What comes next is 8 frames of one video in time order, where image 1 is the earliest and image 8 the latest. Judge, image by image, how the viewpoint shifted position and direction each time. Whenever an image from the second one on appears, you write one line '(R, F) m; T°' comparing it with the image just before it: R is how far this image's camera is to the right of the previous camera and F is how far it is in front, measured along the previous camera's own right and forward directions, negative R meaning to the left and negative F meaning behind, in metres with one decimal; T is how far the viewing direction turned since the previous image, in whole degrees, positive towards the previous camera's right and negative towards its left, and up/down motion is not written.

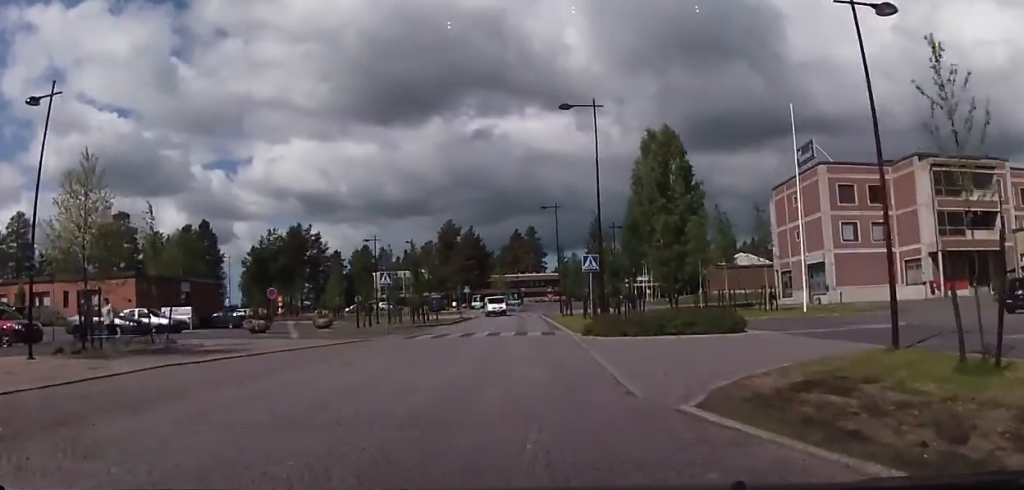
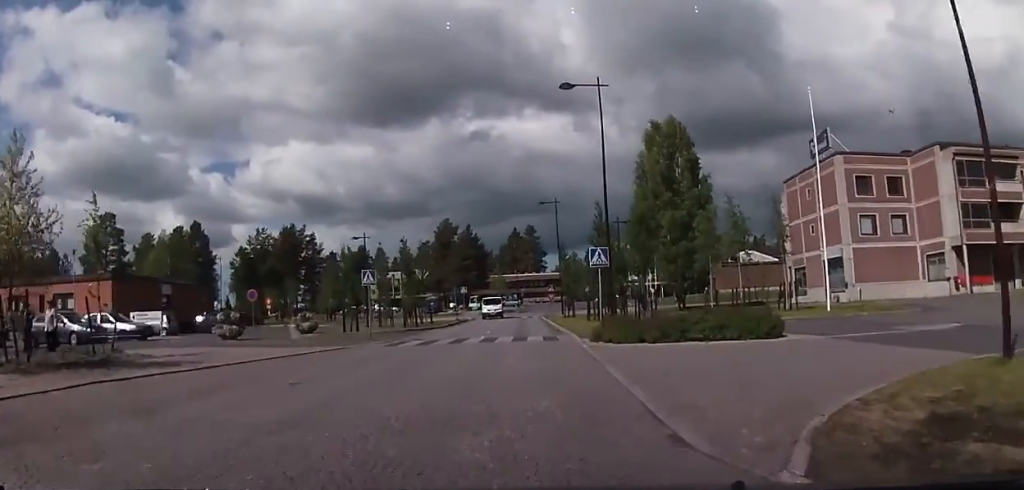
(-0.3, +3.3) m; -3°
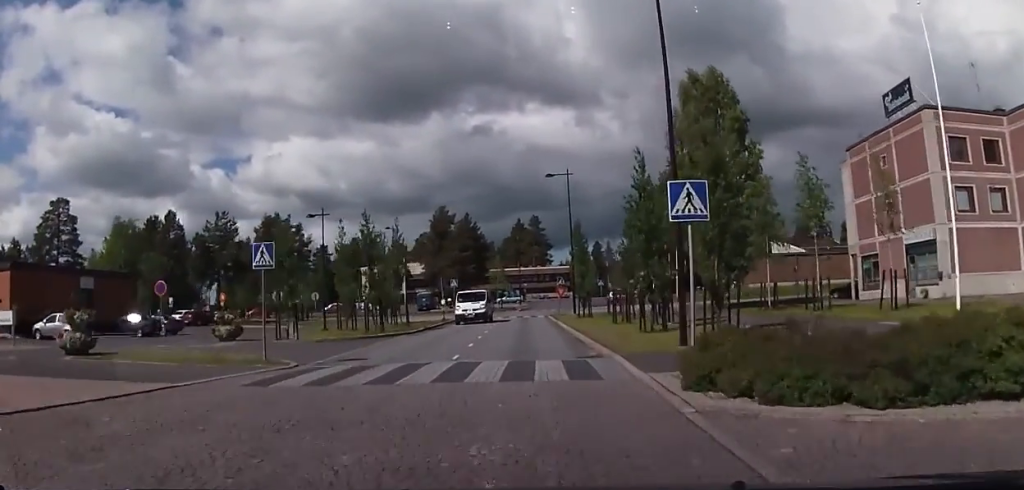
(-0.4, +11.5) m; -2°
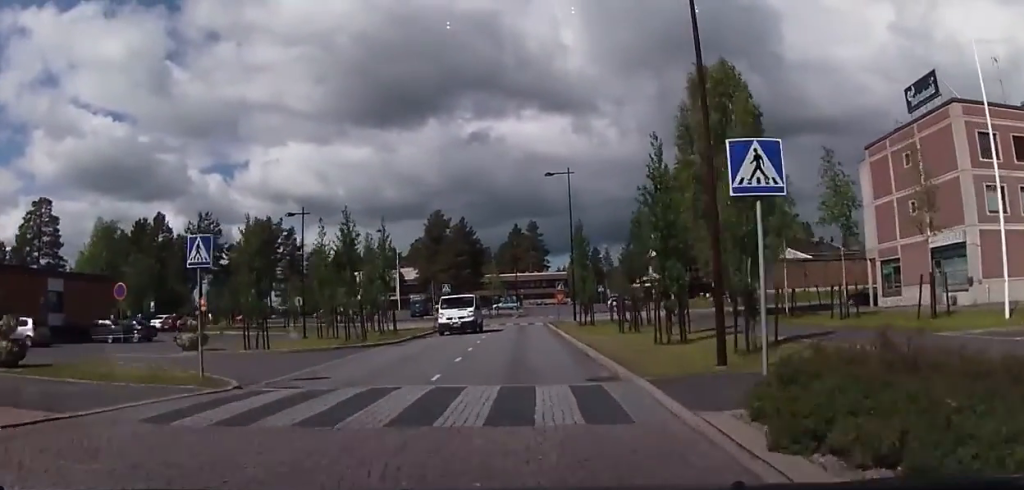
(0.0, +3.2) m; 0°
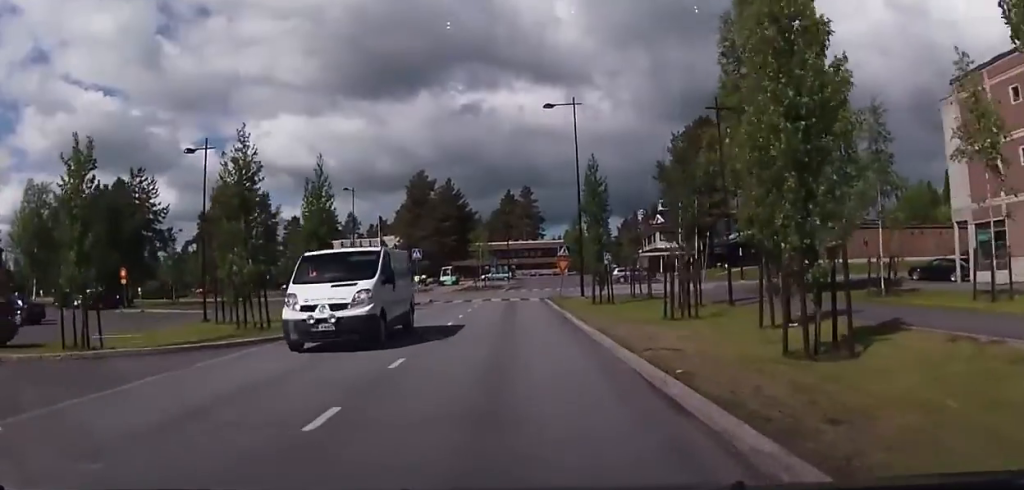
(0.0, +11.0) m; 0°
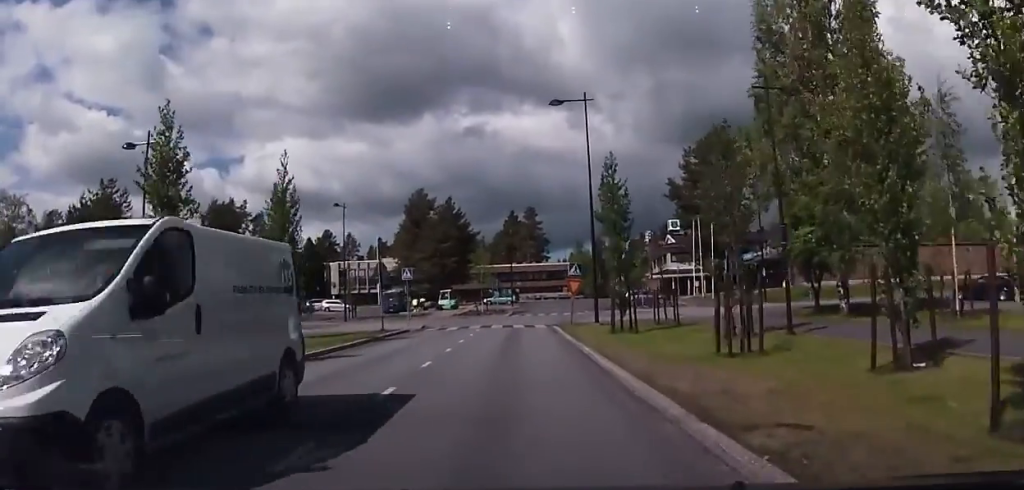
(0.0, +5.0) m; +1°
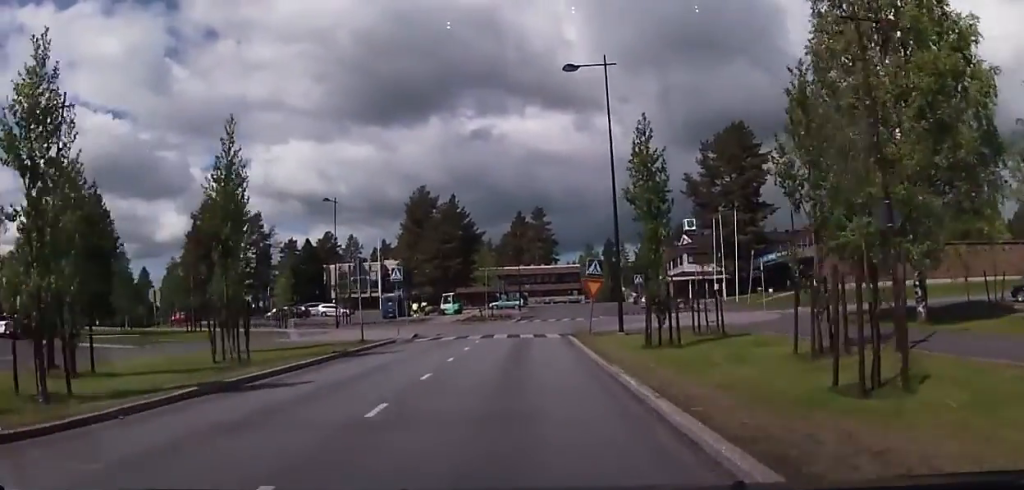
(0.0, +5.4) m; +4°
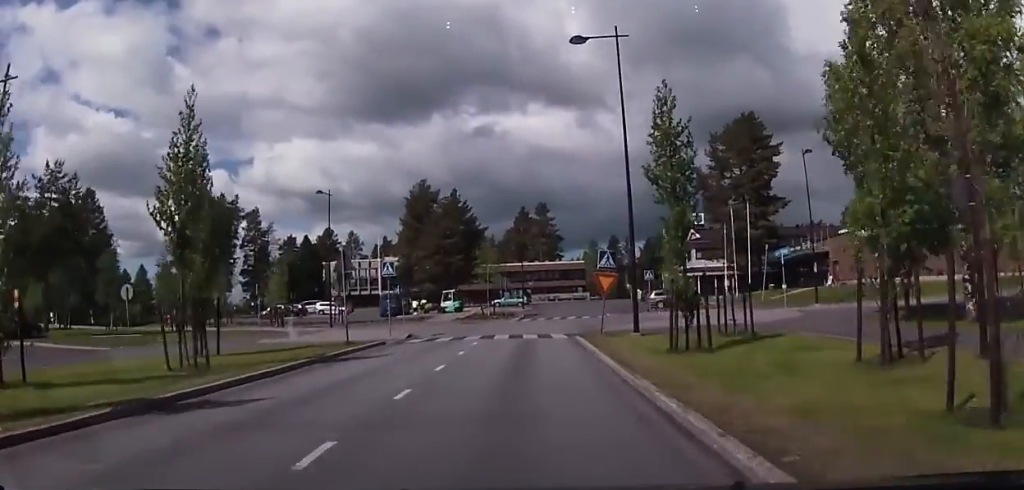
(+0.2, +2.7) m; 0°
